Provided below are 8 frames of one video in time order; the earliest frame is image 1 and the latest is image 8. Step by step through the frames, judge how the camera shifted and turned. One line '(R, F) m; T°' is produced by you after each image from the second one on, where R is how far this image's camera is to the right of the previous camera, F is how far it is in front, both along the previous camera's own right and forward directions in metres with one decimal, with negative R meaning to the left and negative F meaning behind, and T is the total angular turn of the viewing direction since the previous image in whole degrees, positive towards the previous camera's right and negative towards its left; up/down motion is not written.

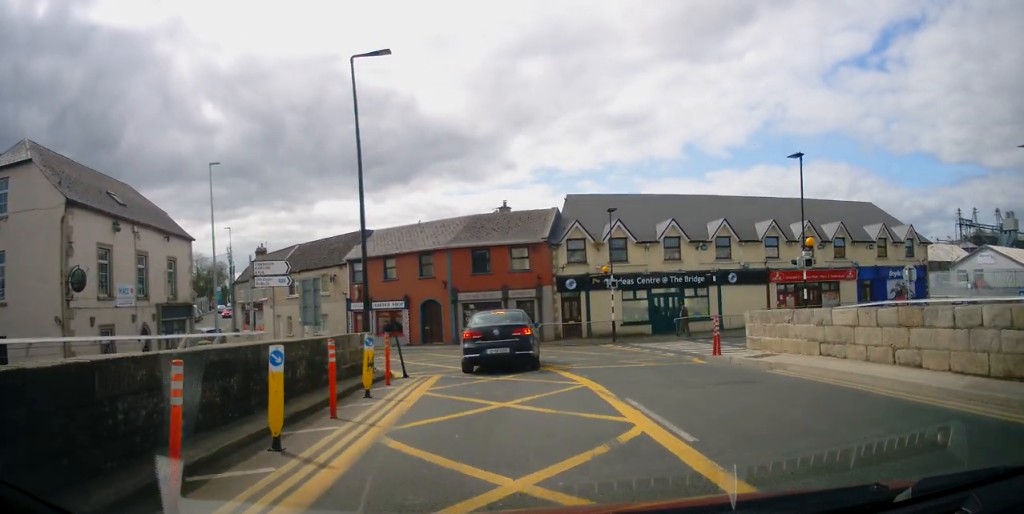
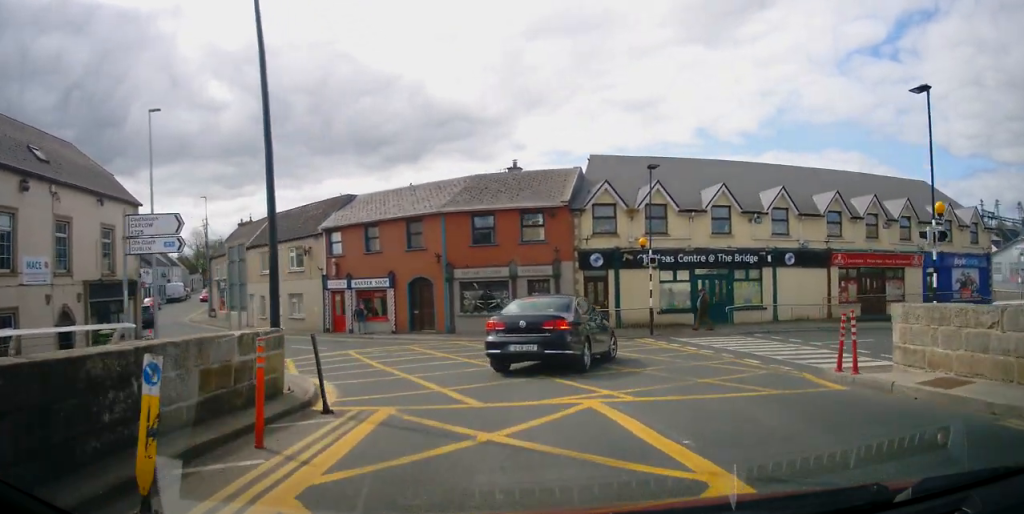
(-0.9, +6.2) m; -7°
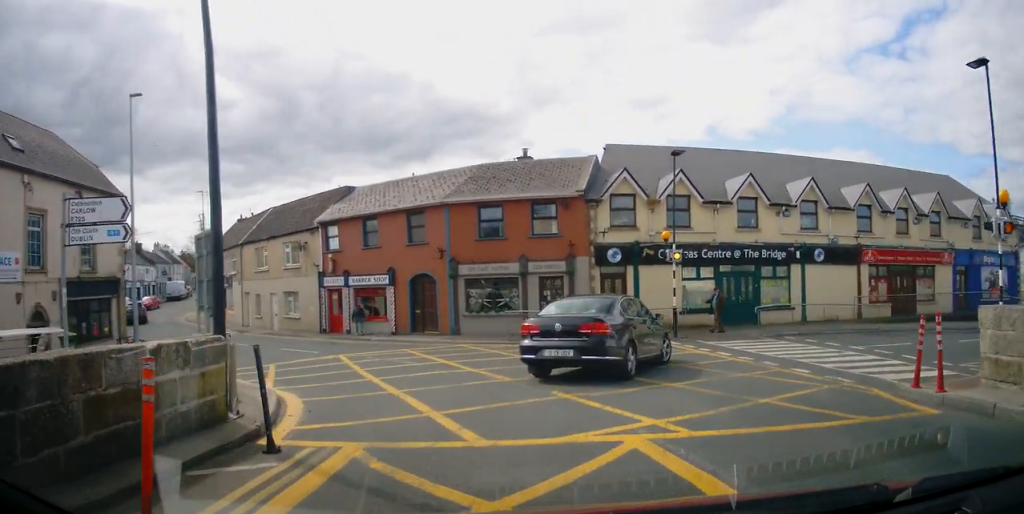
(+0.2, +2.1) m; +3°
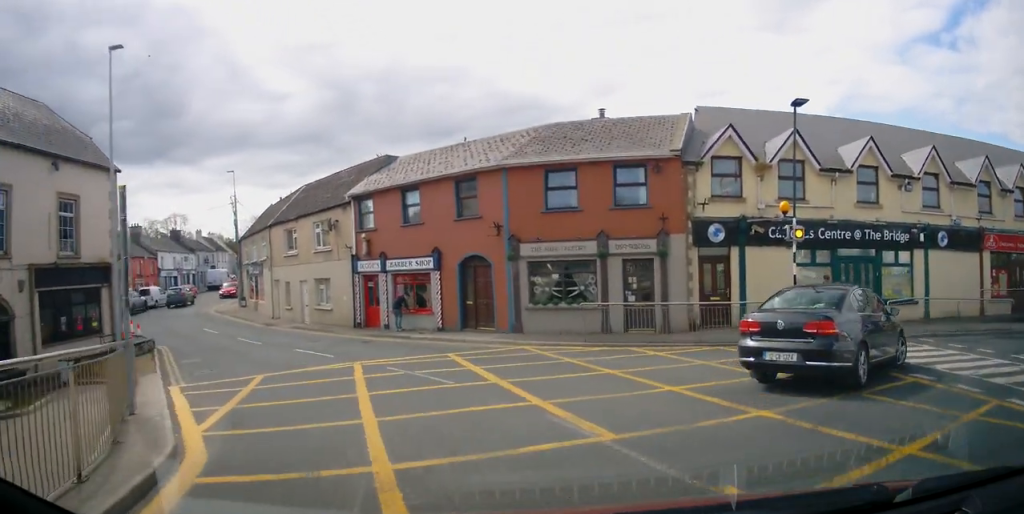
(+0.2, +5.0) m; -2°
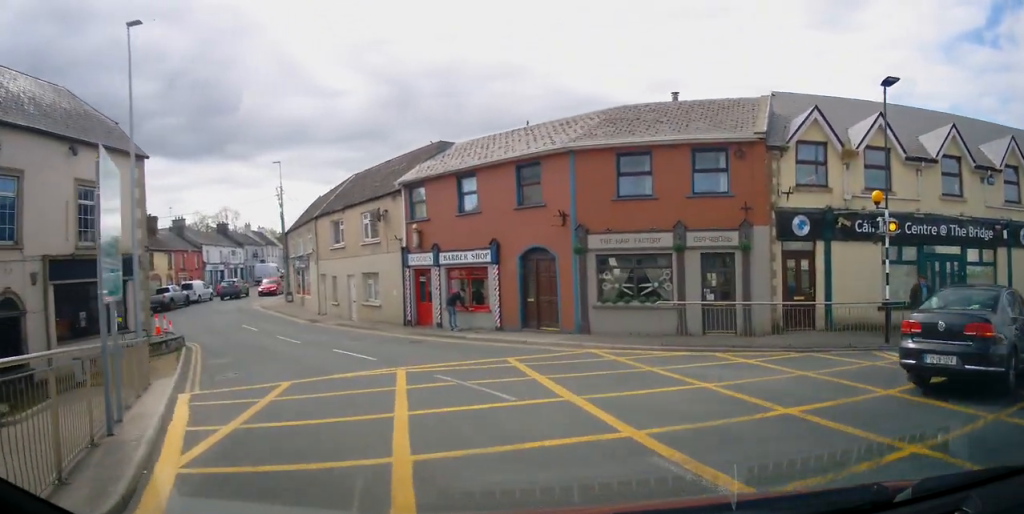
(+0.1, +1.8) m; -3°
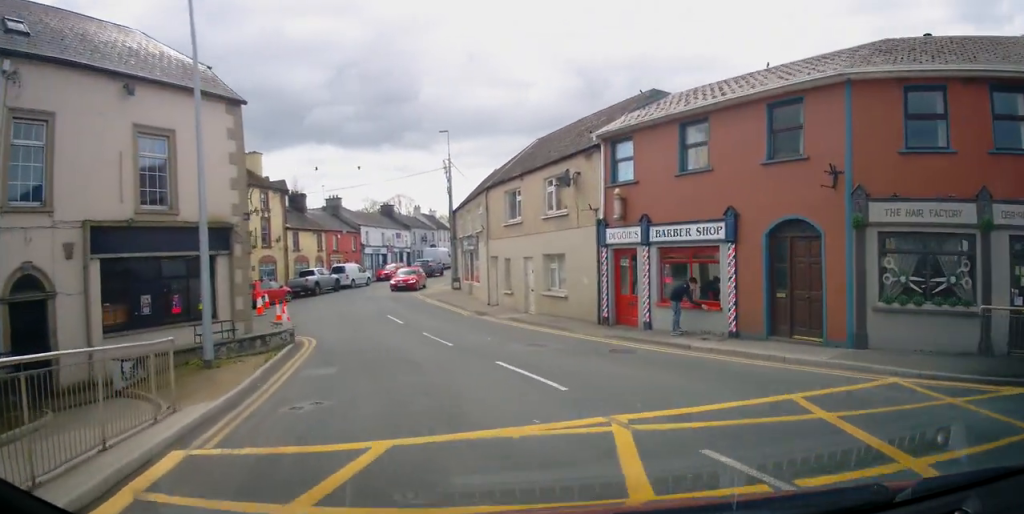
(-0.8, +5.3) m; -17°
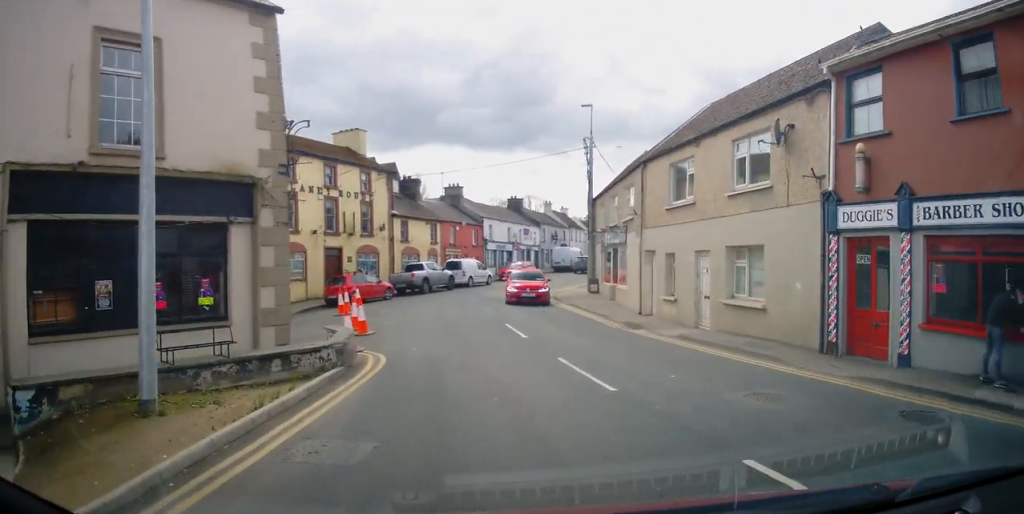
(-0.8, +5.7) m; -15°
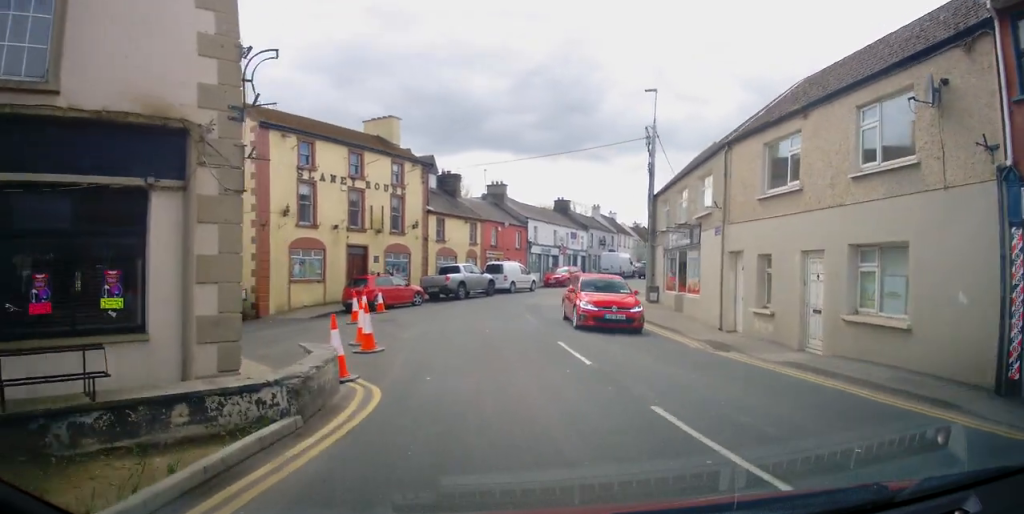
(-0.4, +3.7) m; -4°
